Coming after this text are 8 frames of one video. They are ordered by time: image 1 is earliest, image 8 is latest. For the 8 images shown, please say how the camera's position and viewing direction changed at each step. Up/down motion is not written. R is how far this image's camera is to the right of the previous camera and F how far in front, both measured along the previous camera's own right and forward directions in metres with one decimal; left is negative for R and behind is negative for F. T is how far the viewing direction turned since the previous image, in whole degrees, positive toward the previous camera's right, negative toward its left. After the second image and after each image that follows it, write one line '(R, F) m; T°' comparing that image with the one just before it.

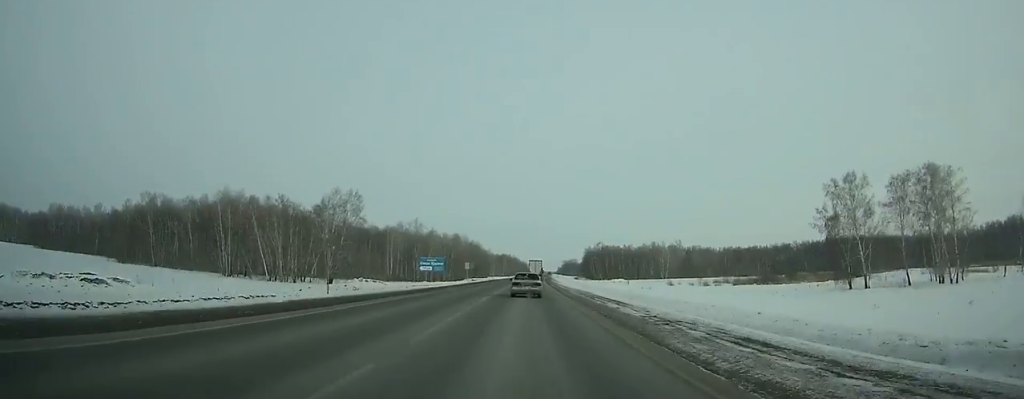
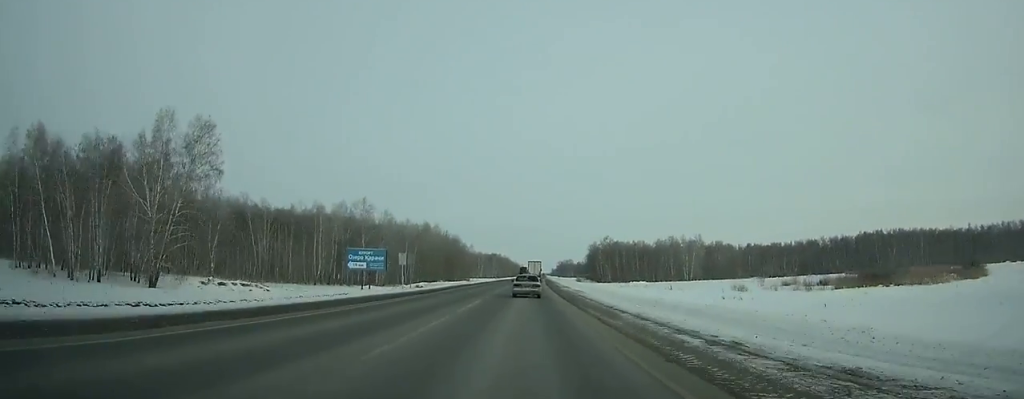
(0.0, +50.7) m; 0°
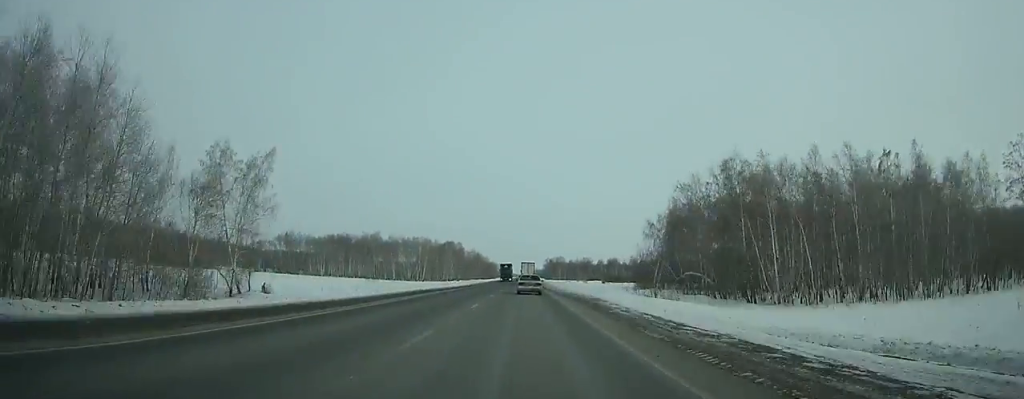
(+1.8, +163.9) m; +2°
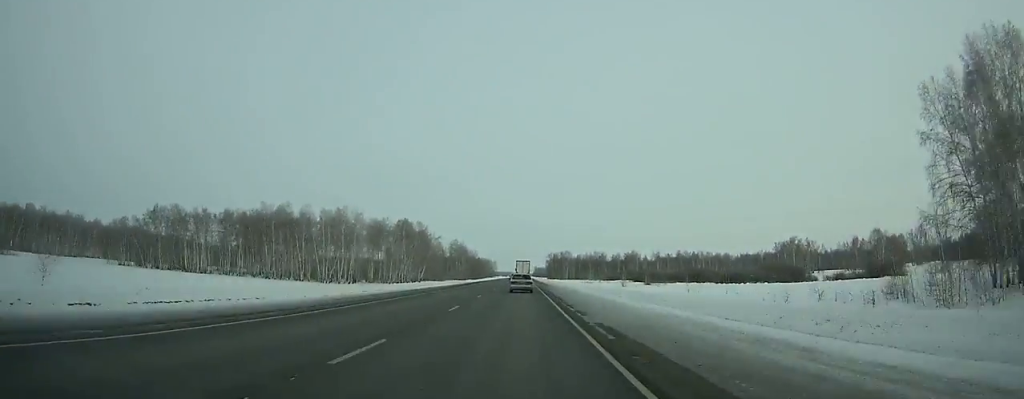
(+0.8, +100.6) m; 0°
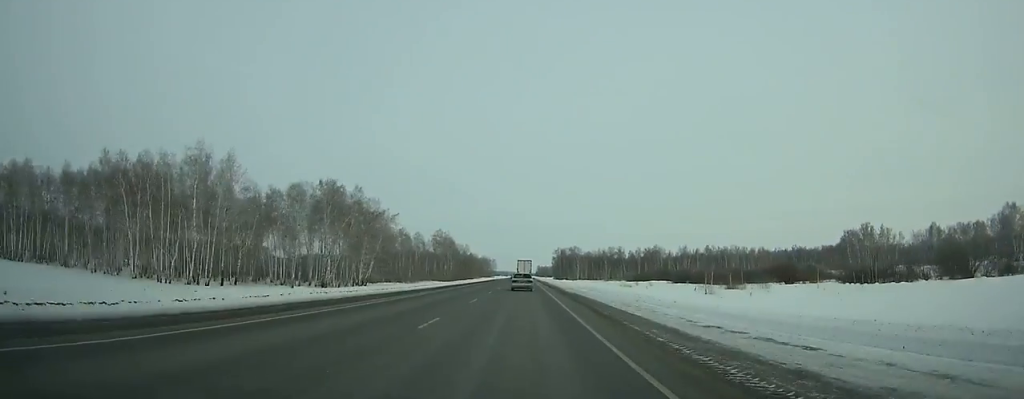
(-0.1, +68.5) m; 0°
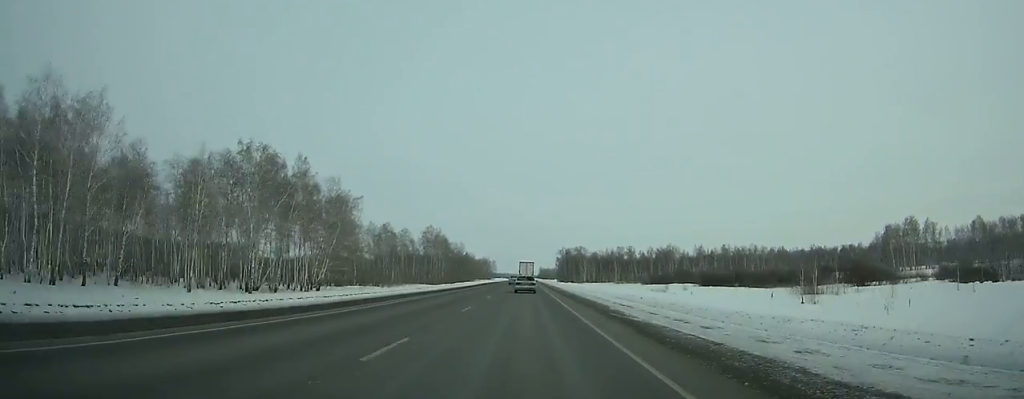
(-0.2, +29.8) m; 0°
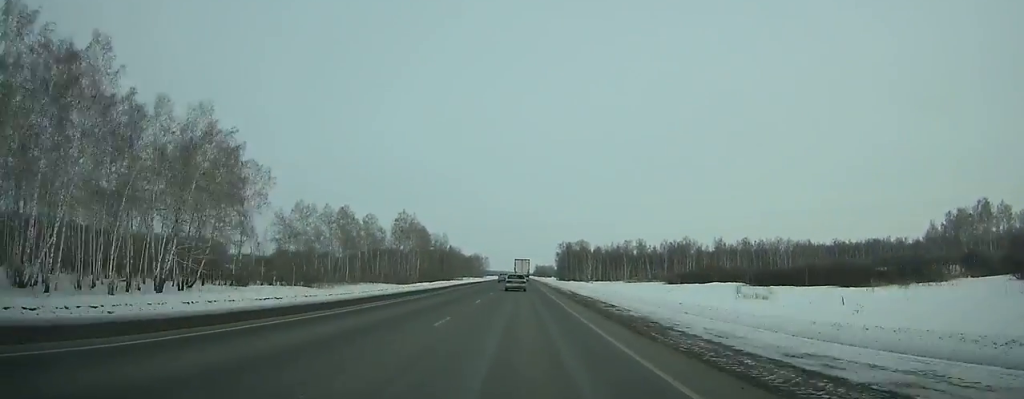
(-0.1, +42.5) m; 0°
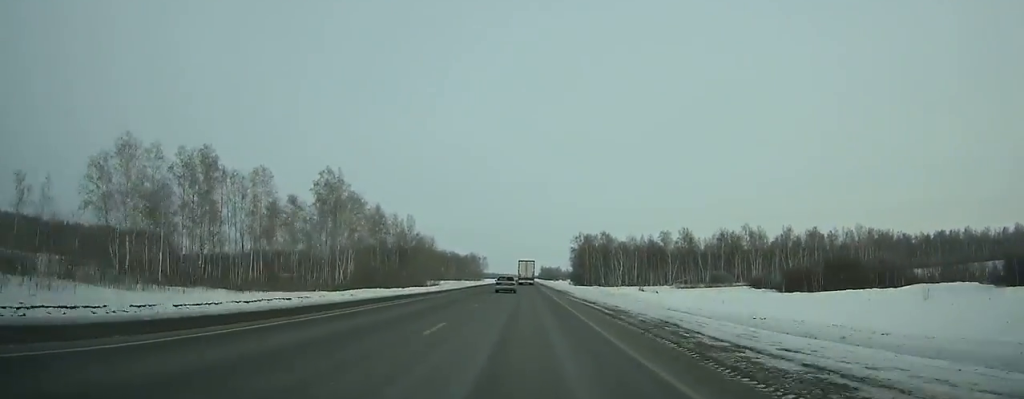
(+0.1, +73.3) m; 0°
